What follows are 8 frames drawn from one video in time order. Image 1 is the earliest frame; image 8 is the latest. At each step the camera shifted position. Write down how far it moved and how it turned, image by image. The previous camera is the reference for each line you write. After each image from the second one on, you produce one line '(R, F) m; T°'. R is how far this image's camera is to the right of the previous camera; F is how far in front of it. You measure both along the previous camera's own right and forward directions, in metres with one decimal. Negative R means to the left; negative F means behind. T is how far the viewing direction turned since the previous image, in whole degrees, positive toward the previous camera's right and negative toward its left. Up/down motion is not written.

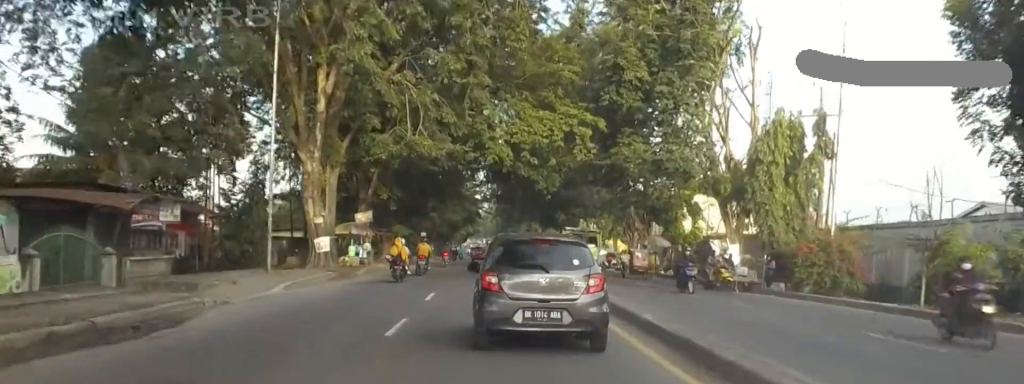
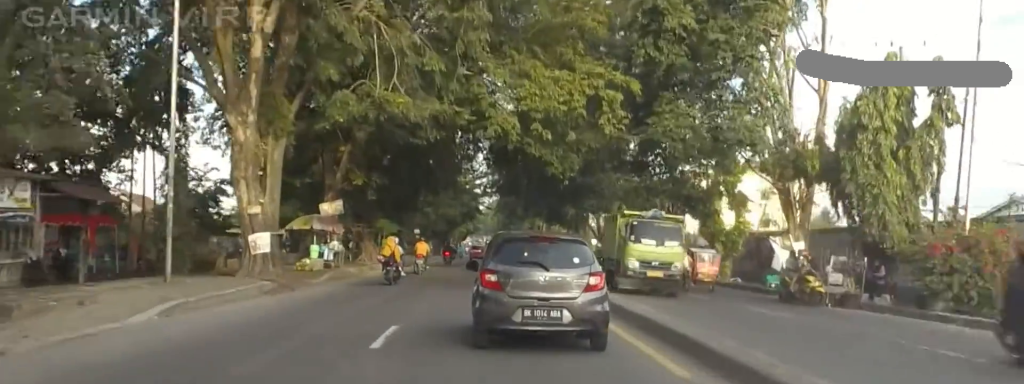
(0.0, +9.5) m; 0°
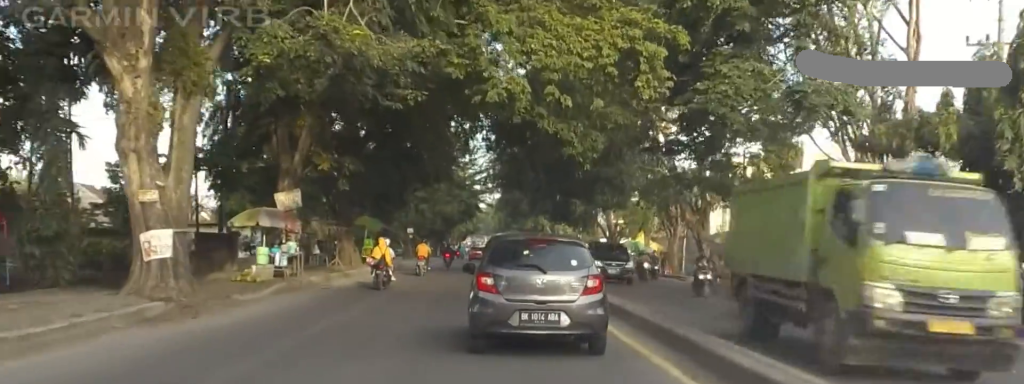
(0.0, +7.7) m; 0°
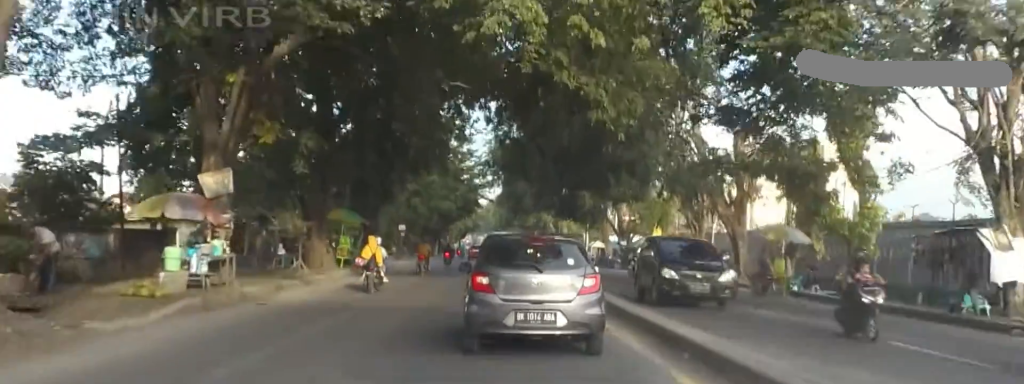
(0.0, +7.4) m; 0°
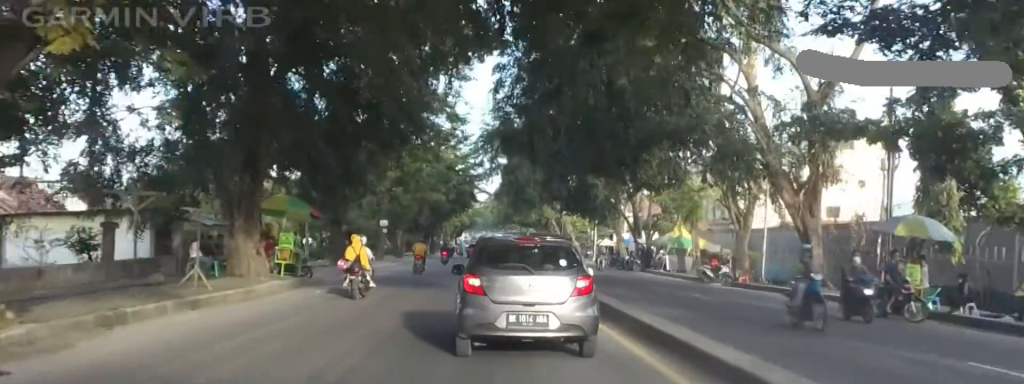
(0.0, +10.4) m; 0°
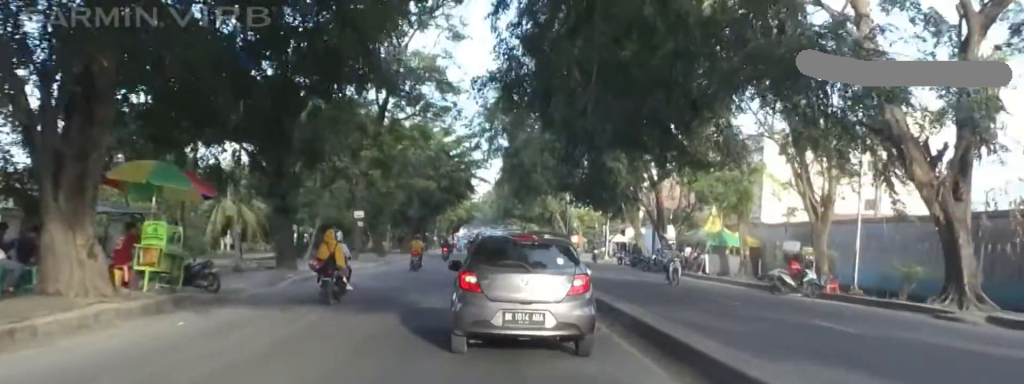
(0.0, +10.9) m; 0°
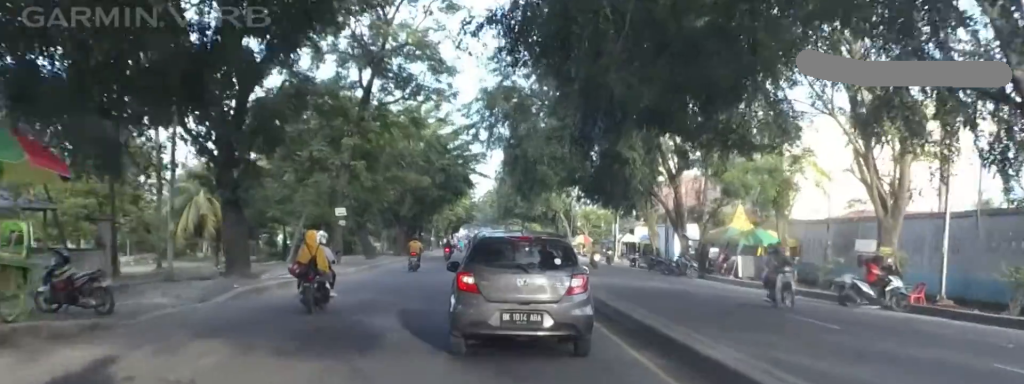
(0.0, +6.1) m; 0°
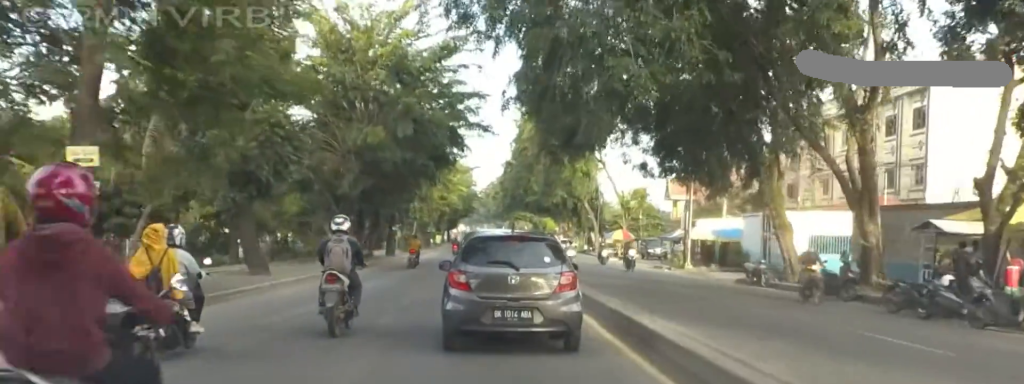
(+0.3, +27.9) m; +6°
